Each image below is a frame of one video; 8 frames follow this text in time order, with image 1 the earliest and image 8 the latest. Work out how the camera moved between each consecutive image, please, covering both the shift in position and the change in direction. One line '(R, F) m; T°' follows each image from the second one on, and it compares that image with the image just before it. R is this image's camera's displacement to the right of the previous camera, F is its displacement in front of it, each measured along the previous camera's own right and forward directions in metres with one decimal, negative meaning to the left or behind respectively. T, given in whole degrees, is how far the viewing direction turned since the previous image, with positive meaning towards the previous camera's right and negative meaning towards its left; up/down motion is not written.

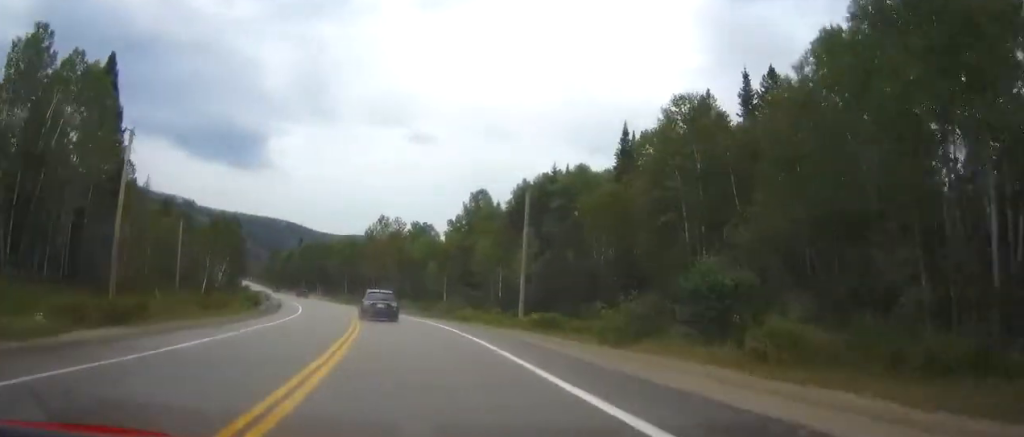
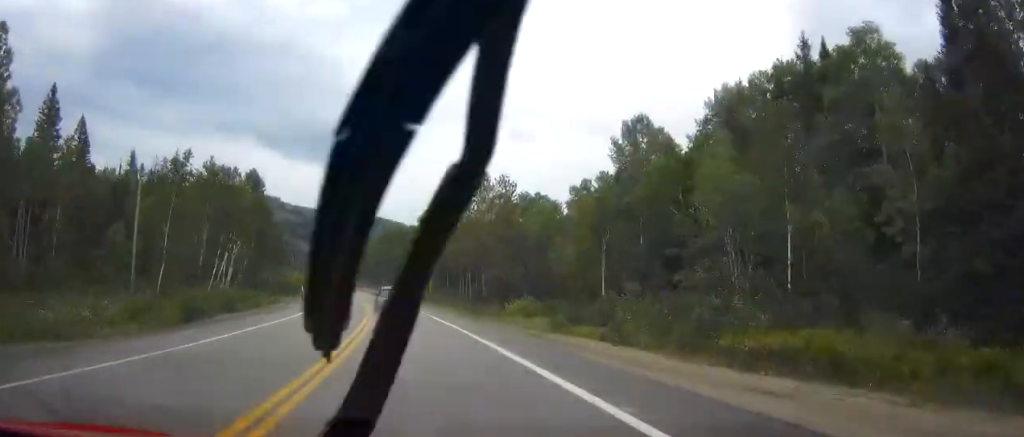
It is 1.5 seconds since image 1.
(-2.5, +38.2) m; -8°
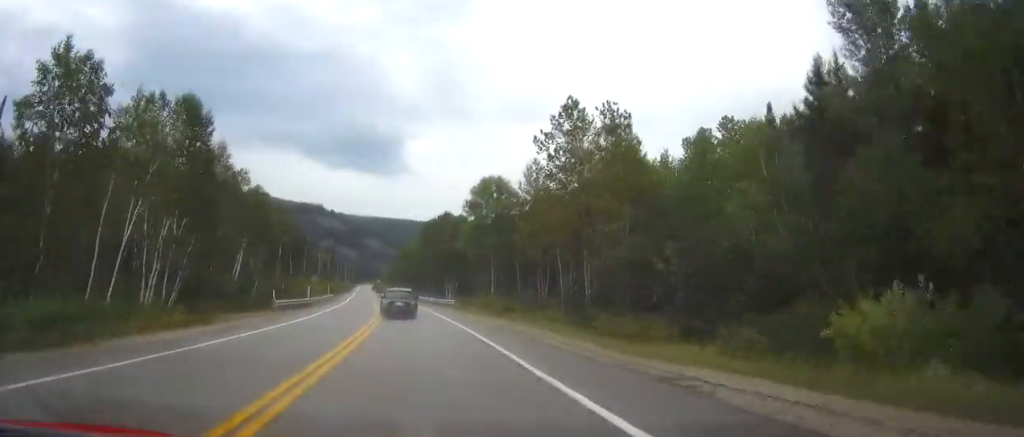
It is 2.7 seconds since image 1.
(-1.8, +31.0) m; -7°
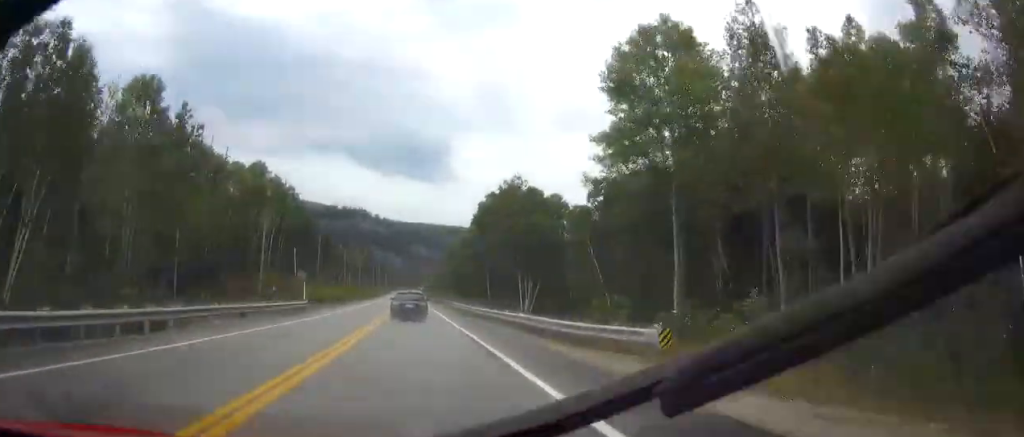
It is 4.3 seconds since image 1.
(-2.8, +43.6) m; -5°
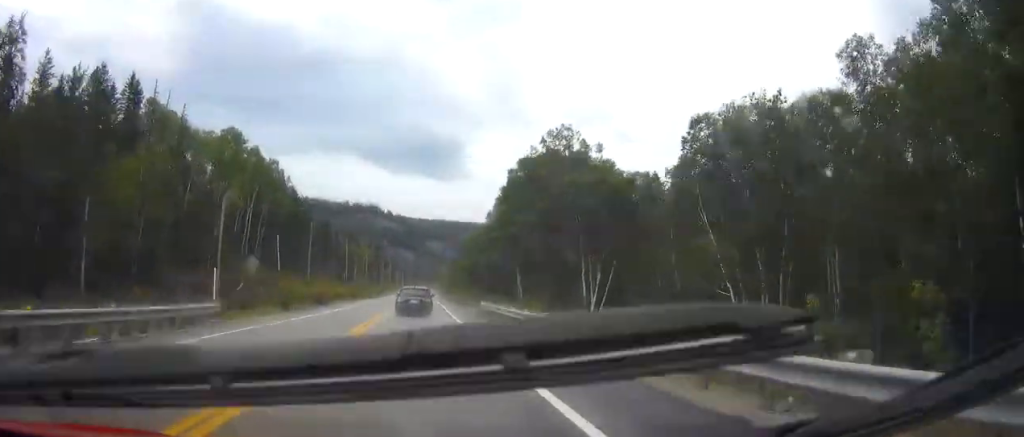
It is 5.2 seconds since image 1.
(0.0, +22.8) m; 0°
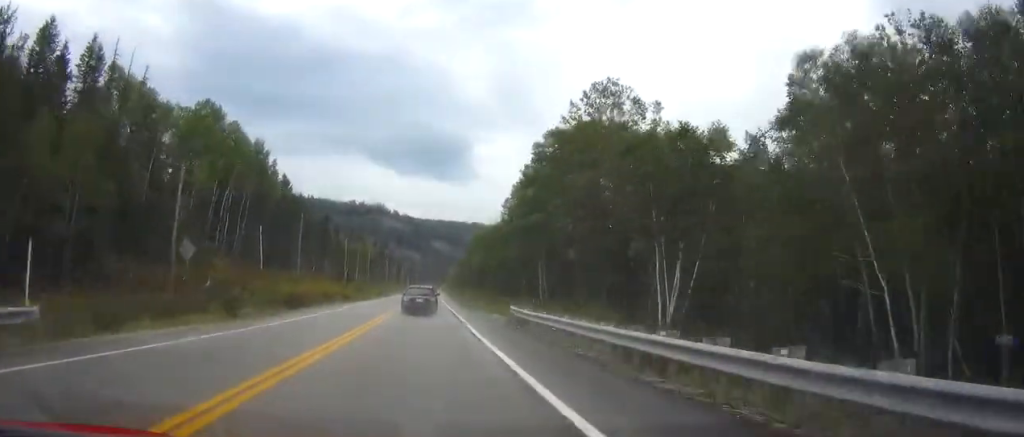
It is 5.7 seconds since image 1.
(0.0, +13.8) m; 0°
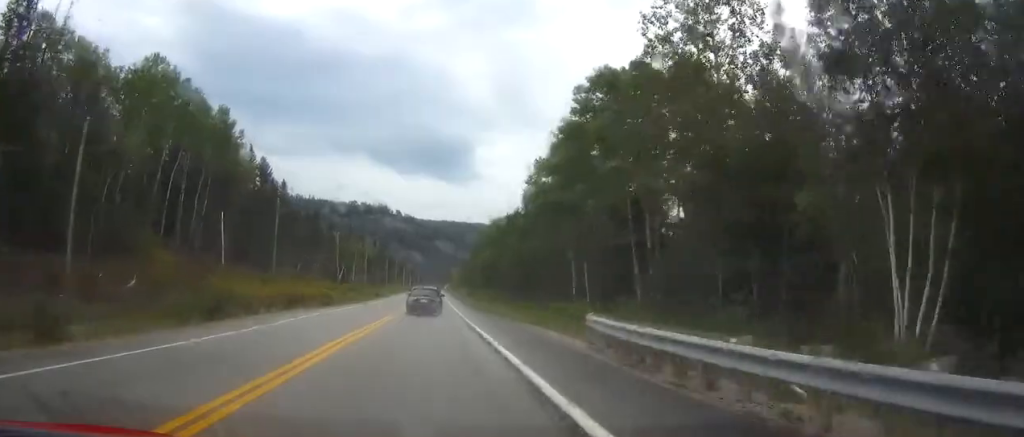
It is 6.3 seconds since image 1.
(0.0, +17.5) m; 0°
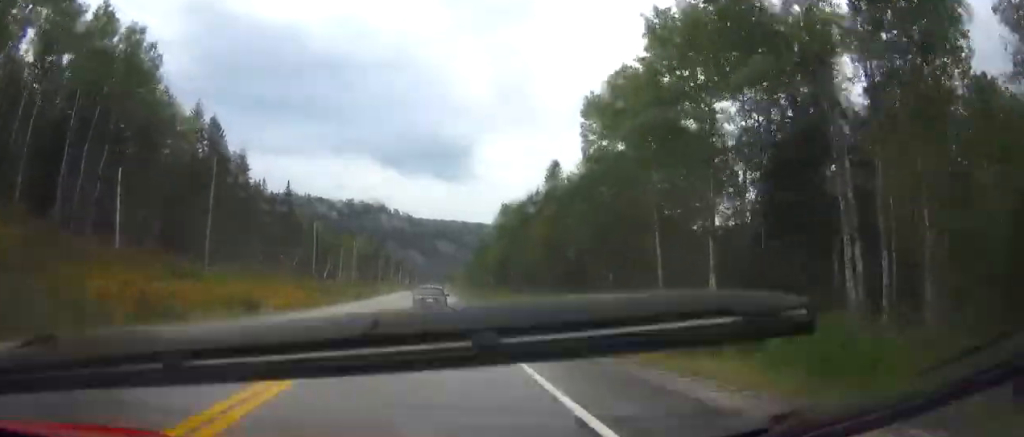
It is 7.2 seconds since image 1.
(0.0, +24.8) m; 0°
